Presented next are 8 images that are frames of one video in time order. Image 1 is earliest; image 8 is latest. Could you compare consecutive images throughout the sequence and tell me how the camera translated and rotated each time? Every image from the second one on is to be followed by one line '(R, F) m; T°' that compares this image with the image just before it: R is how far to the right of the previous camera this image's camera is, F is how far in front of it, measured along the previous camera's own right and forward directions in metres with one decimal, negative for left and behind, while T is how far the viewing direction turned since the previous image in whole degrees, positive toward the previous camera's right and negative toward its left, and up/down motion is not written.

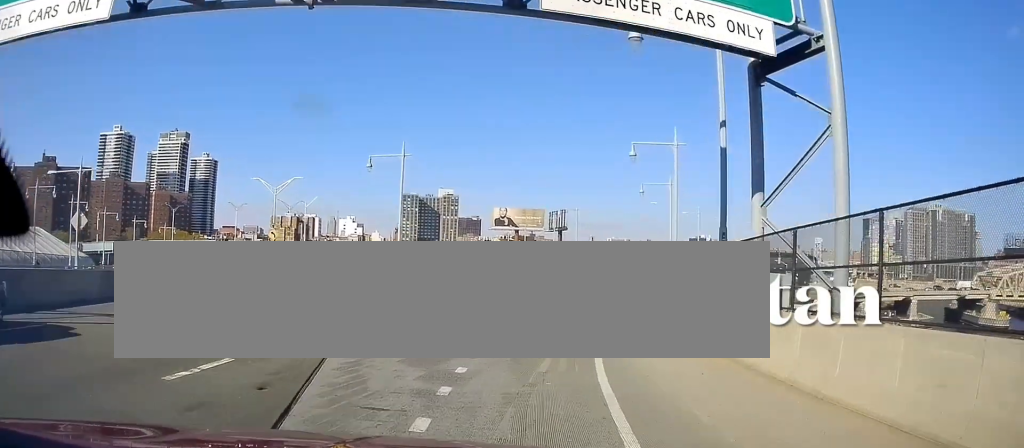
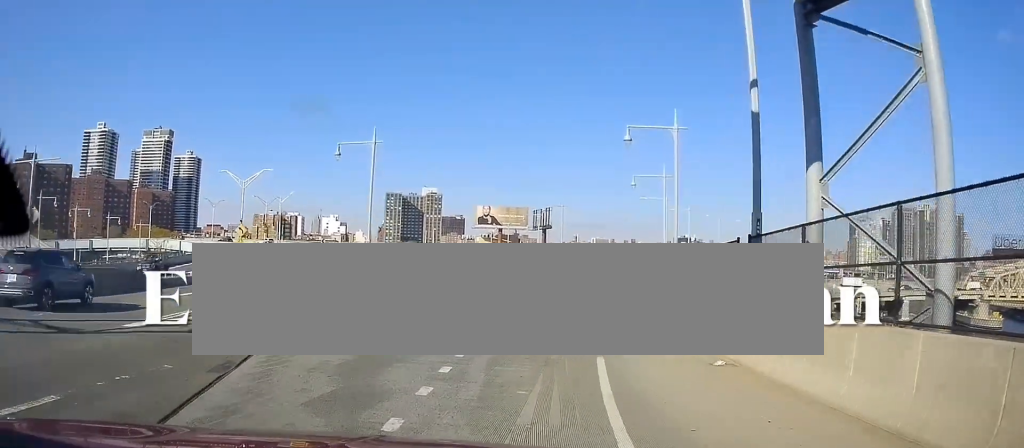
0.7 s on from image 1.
(0.0, +3.6) m; 0°
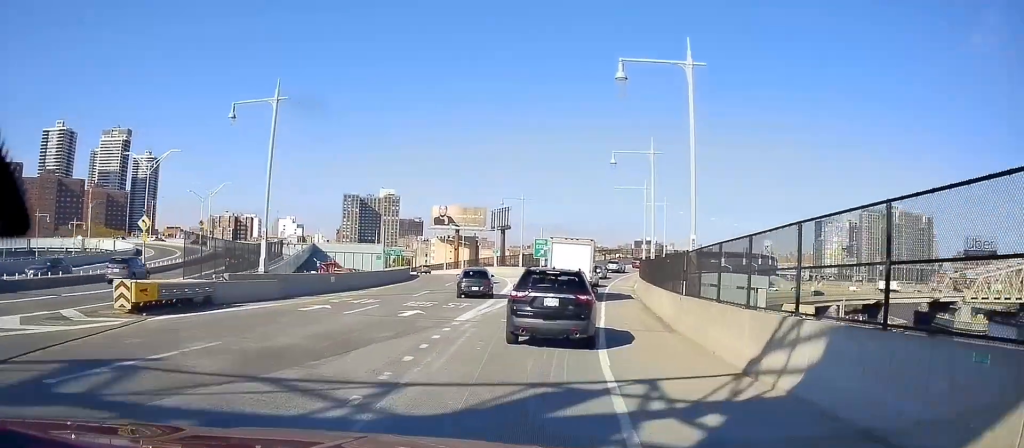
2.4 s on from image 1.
(+0.2, +9.8) m; +6°
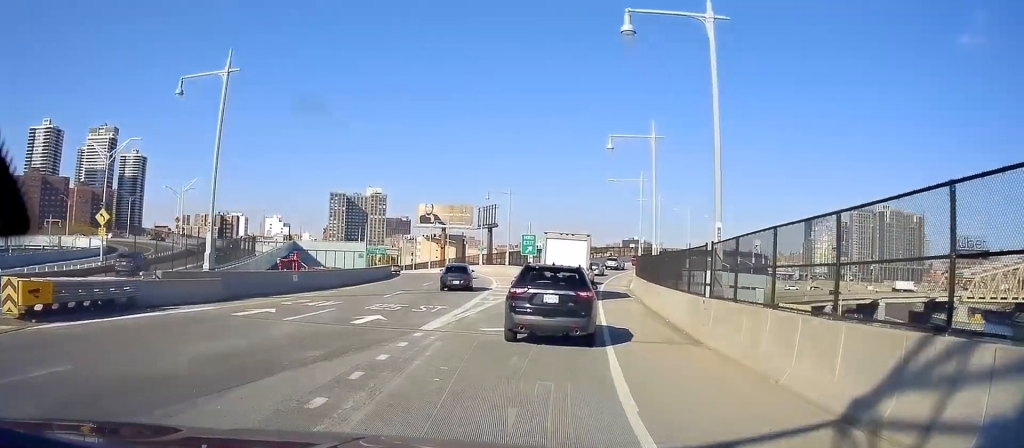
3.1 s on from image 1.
(+0.2, +4.0) m; +5°
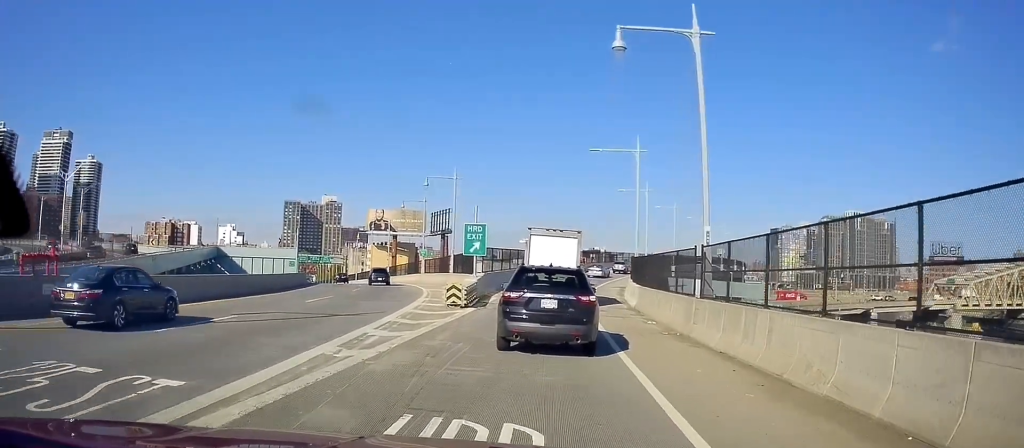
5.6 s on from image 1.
(+1.0, +16.1) m; +5°
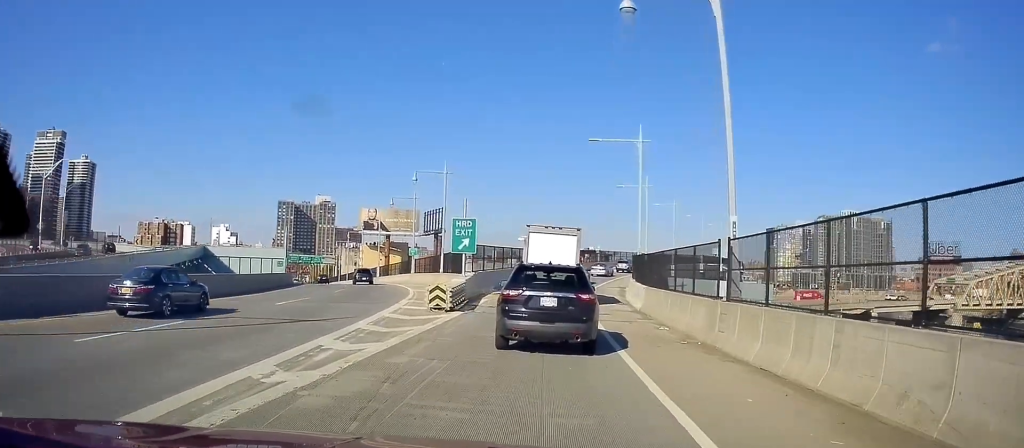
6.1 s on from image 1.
(-0.1, +2.8) m; +1°
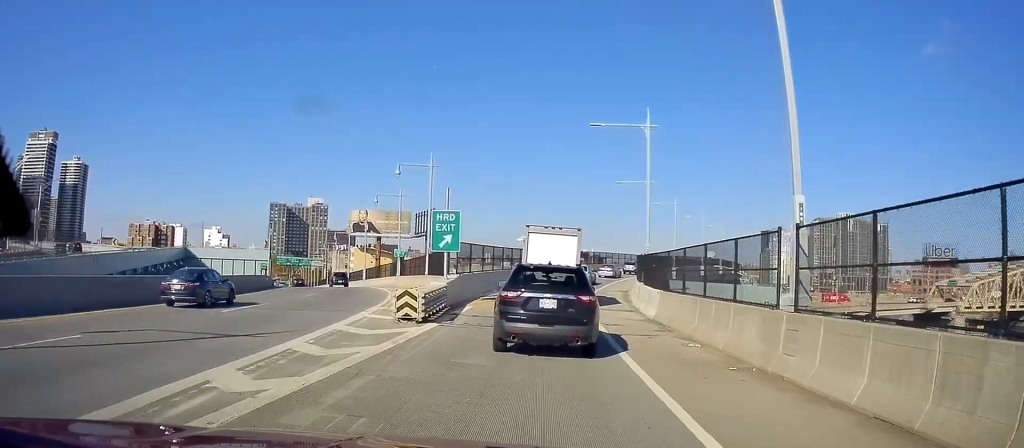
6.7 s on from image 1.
(+0.1, +4.2) m; 0°
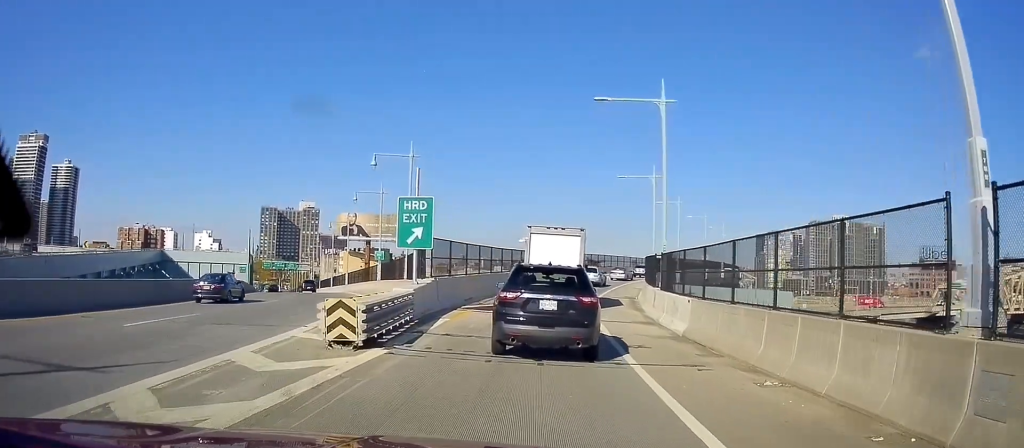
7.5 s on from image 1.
(+0.1, +5.4) m; -1°
